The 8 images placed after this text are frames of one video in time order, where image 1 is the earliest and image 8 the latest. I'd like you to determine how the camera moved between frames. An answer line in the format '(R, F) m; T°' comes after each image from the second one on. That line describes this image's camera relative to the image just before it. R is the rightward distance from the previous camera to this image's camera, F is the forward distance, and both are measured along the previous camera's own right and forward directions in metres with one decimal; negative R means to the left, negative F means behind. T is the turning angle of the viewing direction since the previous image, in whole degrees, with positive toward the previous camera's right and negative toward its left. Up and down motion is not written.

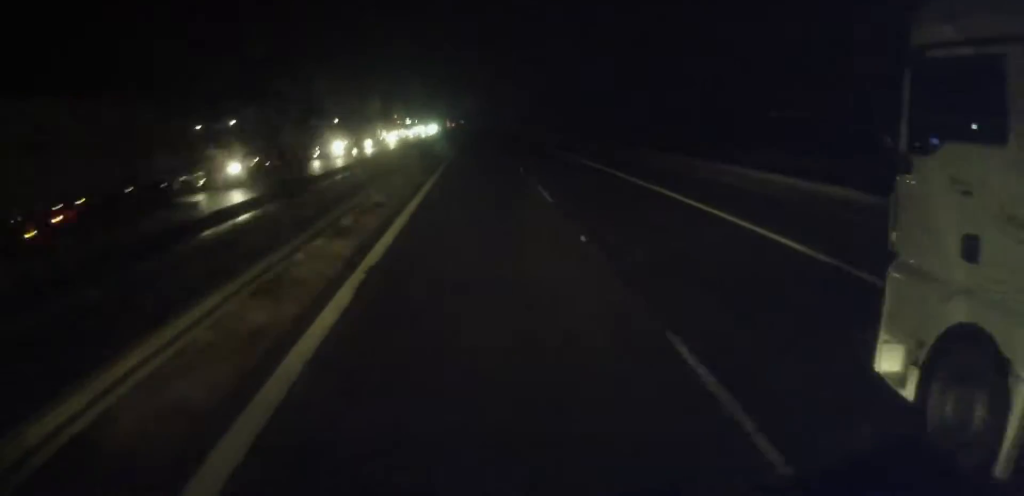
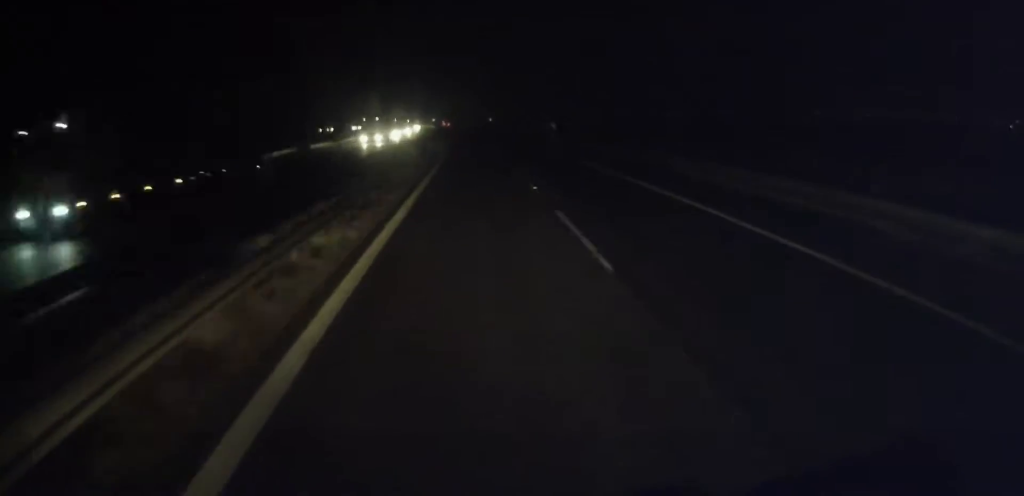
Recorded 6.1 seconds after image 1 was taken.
(-3.9, +150.1) m; -3°
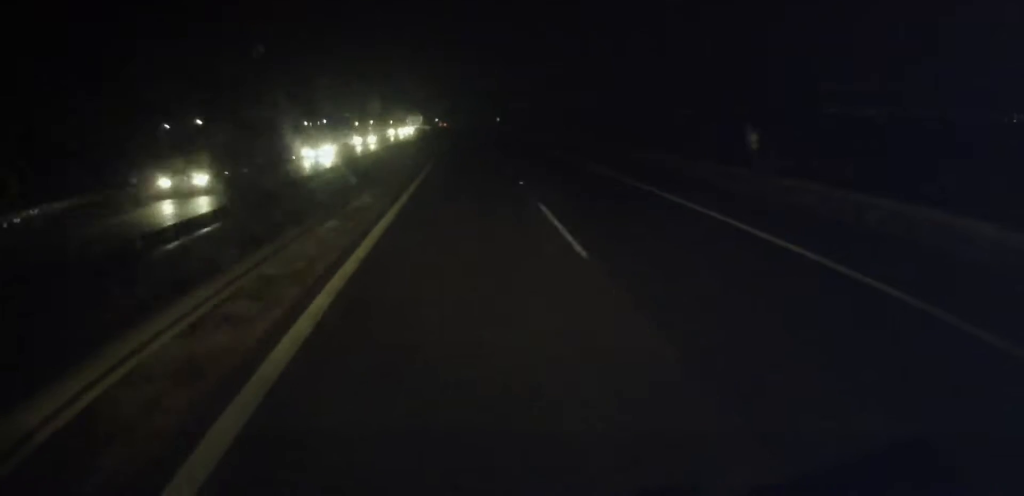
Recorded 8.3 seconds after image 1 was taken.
(-0.9, +50.2) m; -1°
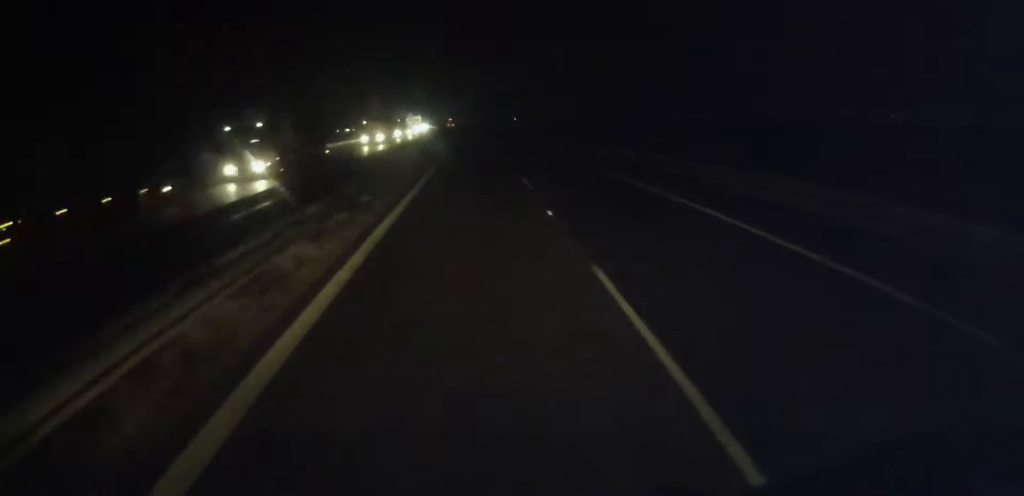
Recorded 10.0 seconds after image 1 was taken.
(-0.3, +40.6) m; -1°
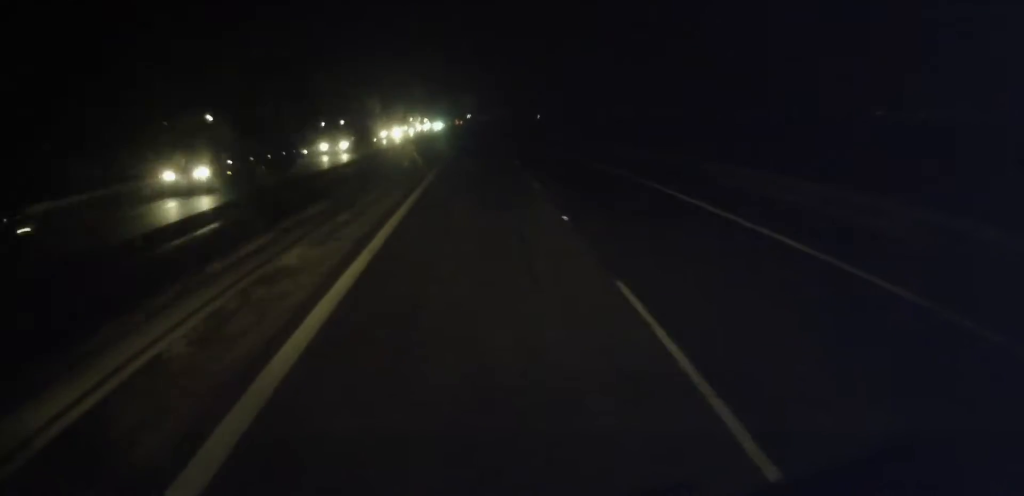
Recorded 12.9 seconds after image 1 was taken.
(-1.0, +70.6) m; -1°
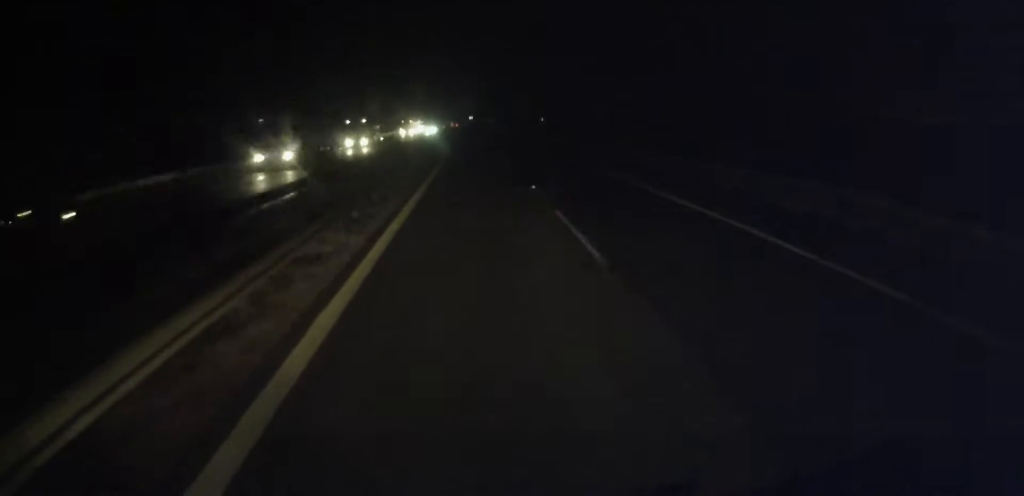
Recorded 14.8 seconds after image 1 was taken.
(-0.2, +45.4) m; 0°
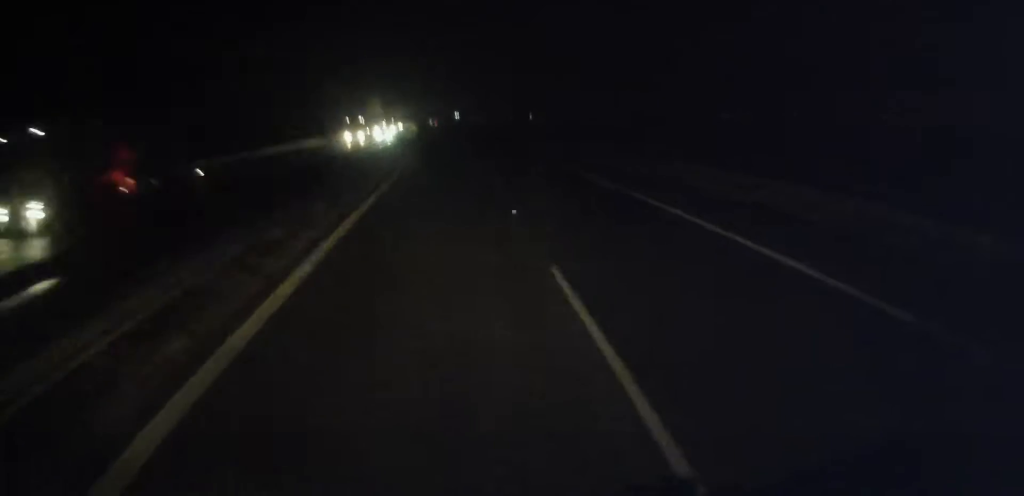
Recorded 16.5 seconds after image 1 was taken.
(0.0, +43.6) m; -1°
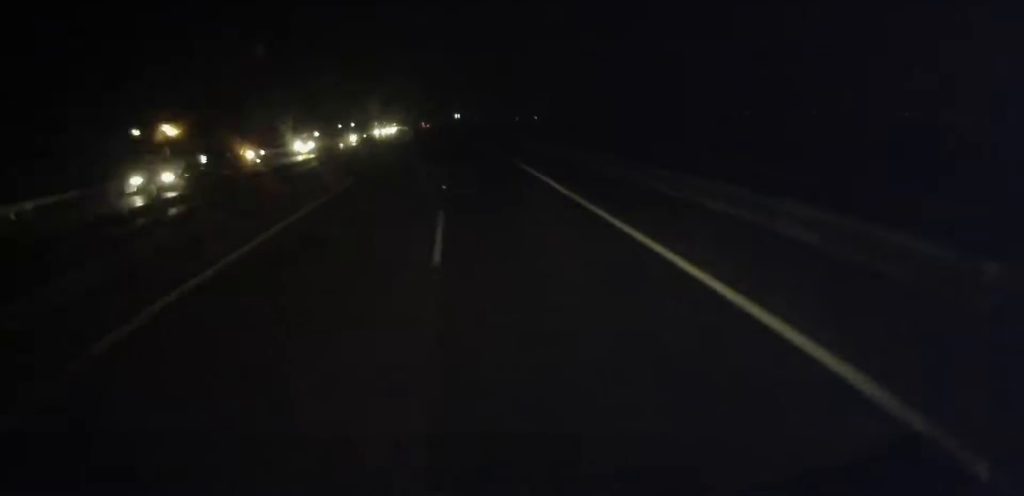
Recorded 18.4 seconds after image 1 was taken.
(+0.5, +46.9) m; -1°
